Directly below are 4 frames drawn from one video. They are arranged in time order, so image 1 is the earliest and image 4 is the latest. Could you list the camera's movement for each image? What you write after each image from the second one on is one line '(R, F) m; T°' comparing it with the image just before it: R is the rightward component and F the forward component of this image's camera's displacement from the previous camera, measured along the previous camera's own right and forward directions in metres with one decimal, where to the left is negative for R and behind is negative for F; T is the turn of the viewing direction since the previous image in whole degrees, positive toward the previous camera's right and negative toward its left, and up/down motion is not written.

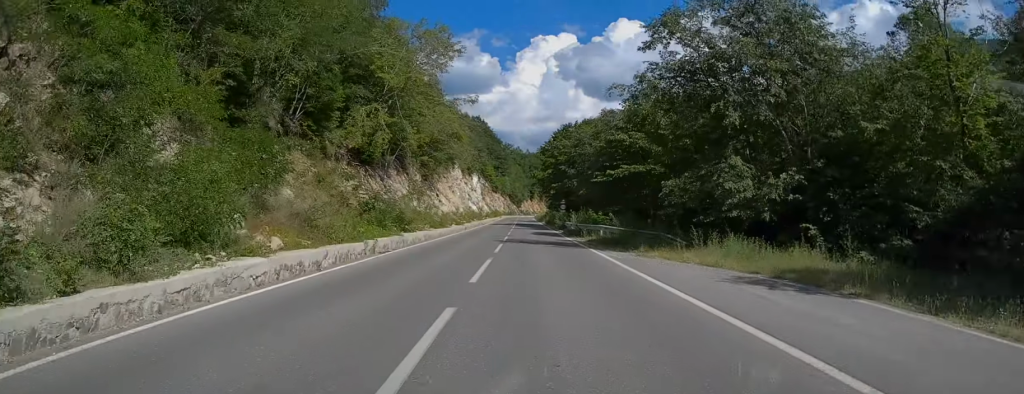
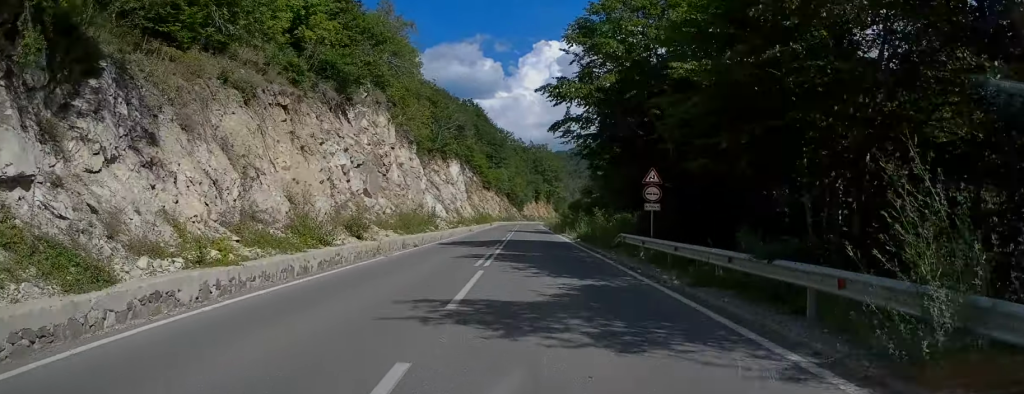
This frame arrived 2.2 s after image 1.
(+0.1, +48.3) m; 0°
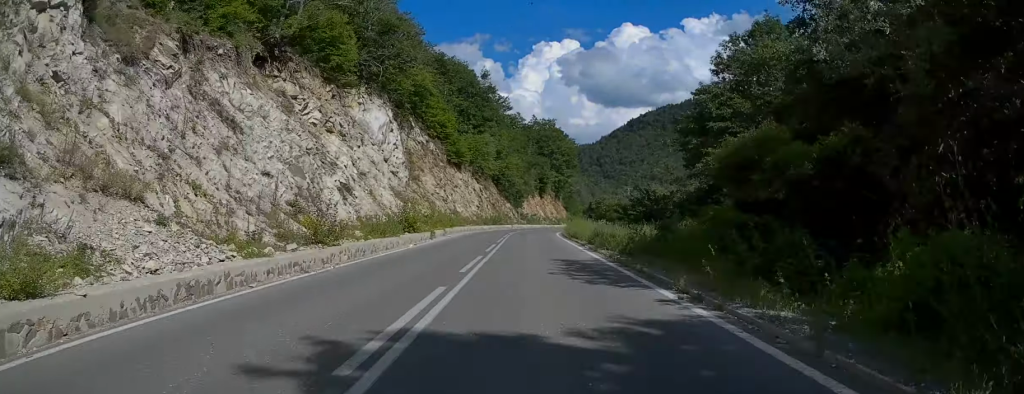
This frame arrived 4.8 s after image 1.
(+0.1, +55.1) m; -1°
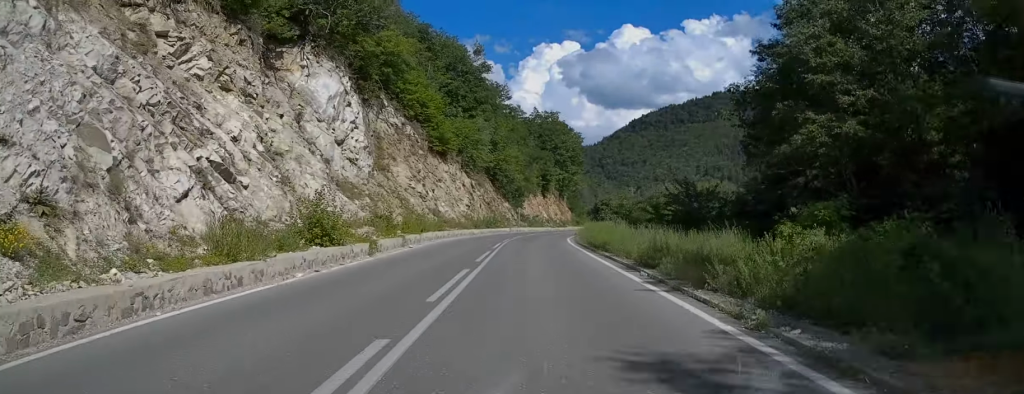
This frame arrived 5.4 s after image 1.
(-0.2, +13.6) m; 0°
